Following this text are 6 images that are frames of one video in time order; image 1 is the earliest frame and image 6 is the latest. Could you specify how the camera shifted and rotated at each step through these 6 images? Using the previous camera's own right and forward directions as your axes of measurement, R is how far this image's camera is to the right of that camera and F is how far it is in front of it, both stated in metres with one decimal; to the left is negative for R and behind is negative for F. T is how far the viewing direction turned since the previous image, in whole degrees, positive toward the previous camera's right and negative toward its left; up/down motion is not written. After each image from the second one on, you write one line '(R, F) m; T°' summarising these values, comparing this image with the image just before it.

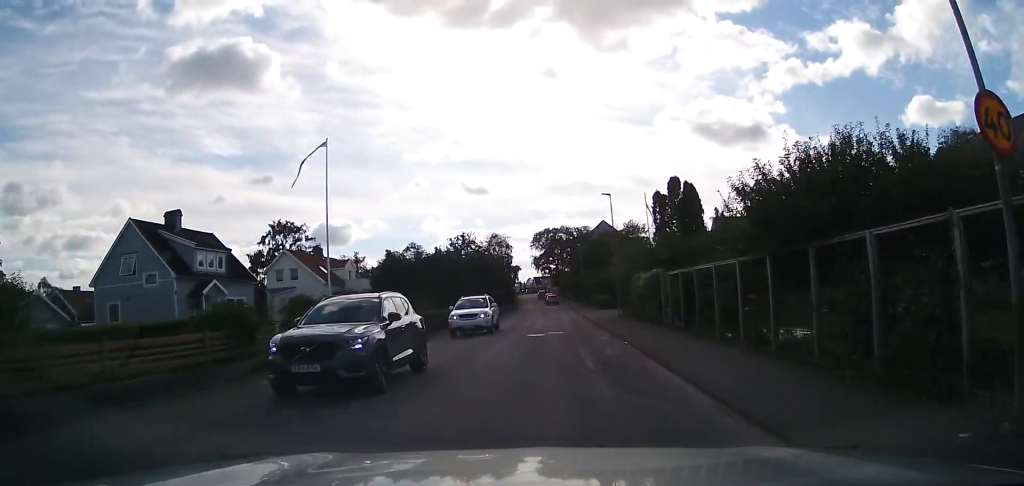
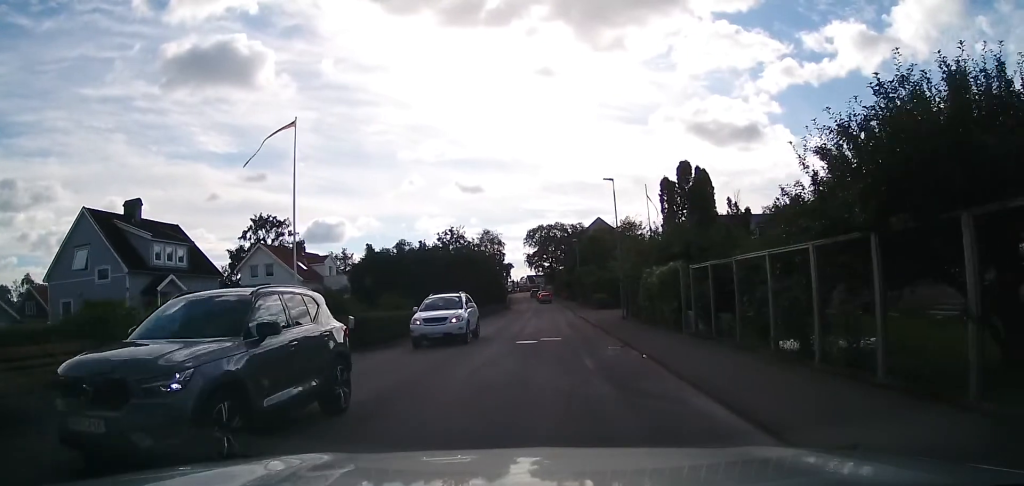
(-0.1, +3.9) m; 0°
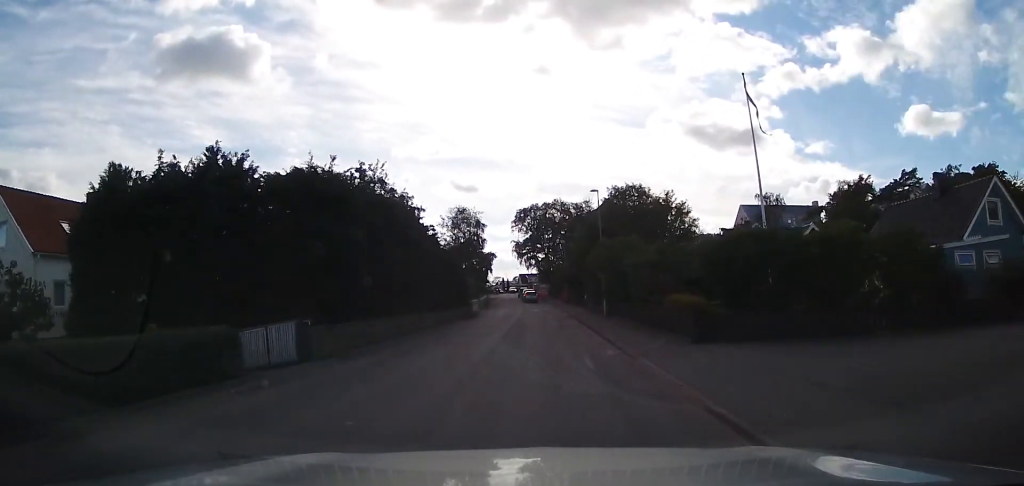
(-0.5, +28.7) m; +2°
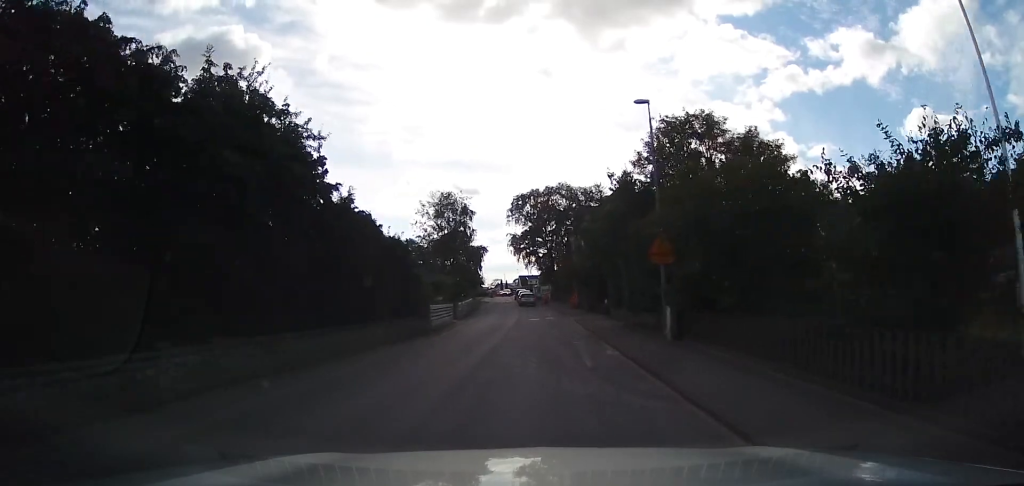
(-0.2, +14.6) m; -1°
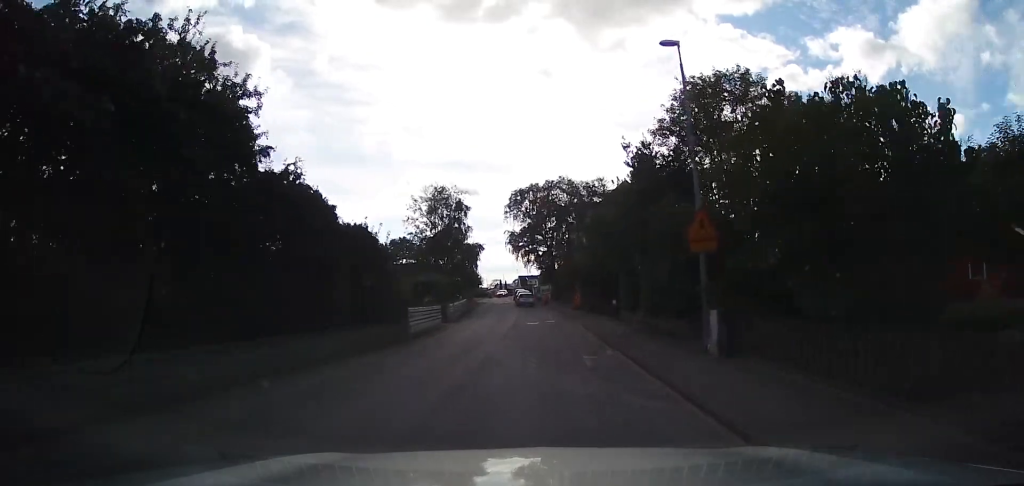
(0.0, +3.9) m; 0°
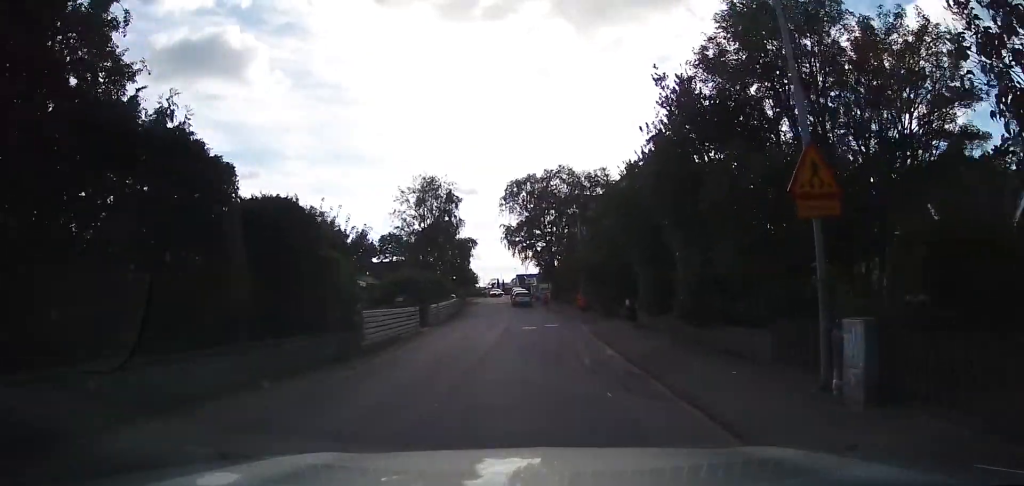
(0.0, +5.1) m; 0°
